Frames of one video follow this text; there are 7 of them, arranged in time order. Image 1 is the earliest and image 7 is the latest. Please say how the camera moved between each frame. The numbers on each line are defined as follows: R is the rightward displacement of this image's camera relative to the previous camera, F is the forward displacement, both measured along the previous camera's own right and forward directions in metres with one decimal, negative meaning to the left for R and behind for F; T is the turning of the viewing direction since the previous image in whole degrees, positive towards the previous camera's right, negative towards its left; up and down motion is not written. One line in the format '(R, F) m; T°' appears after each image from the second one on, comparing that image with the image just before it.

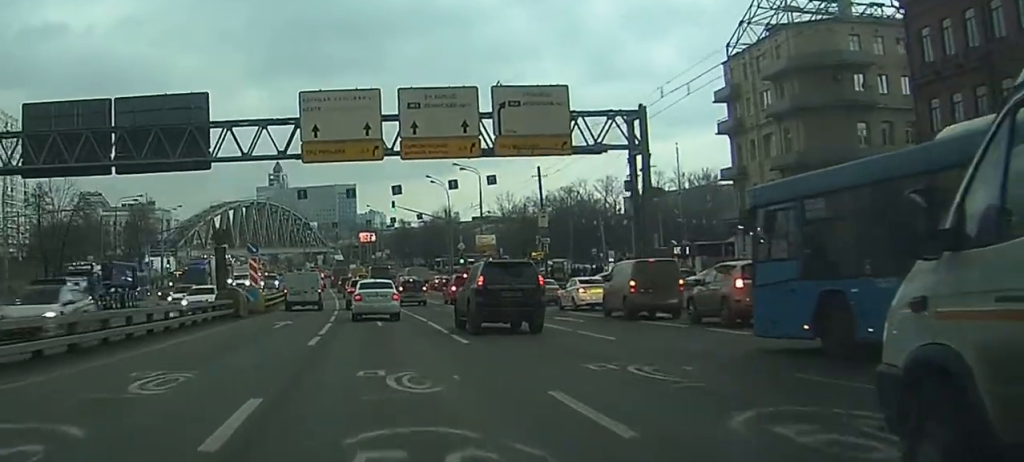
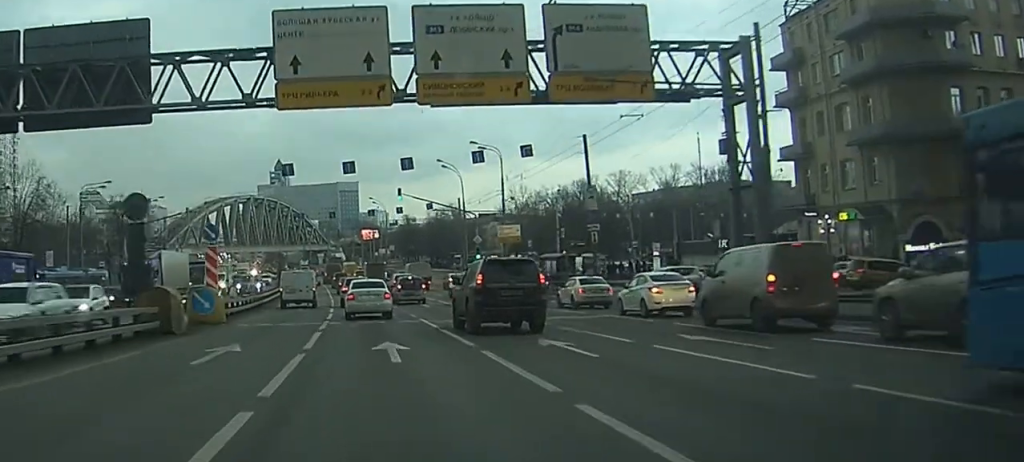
(-0.2, +13.4) m; -1°
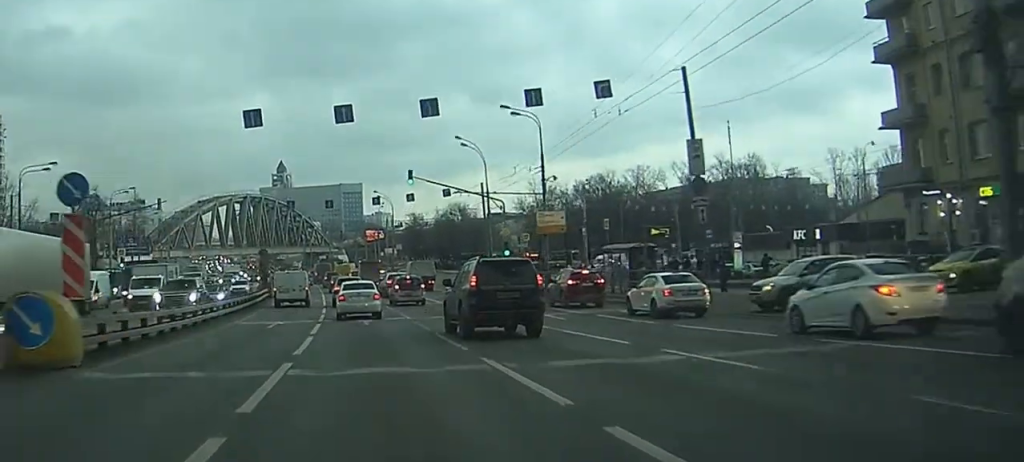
(0.0, +16.5) m; 0°
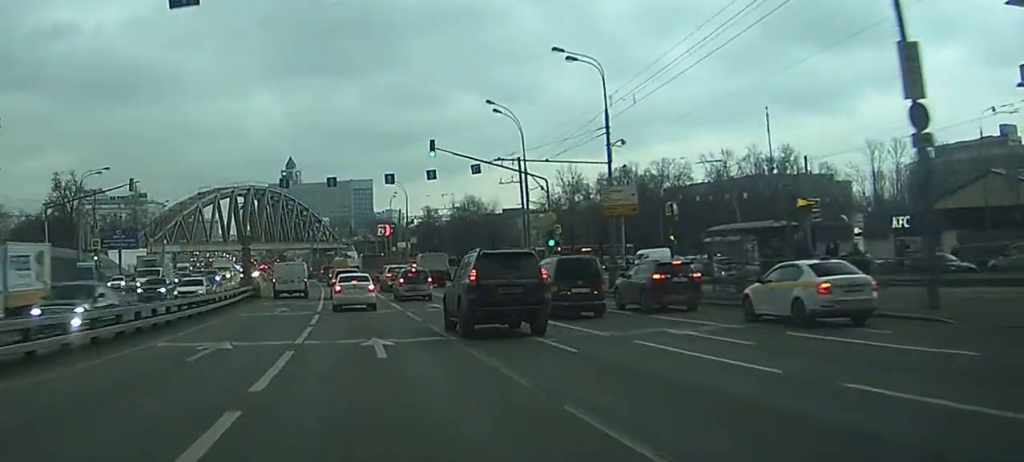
(0.0, +14.3) m; 0°
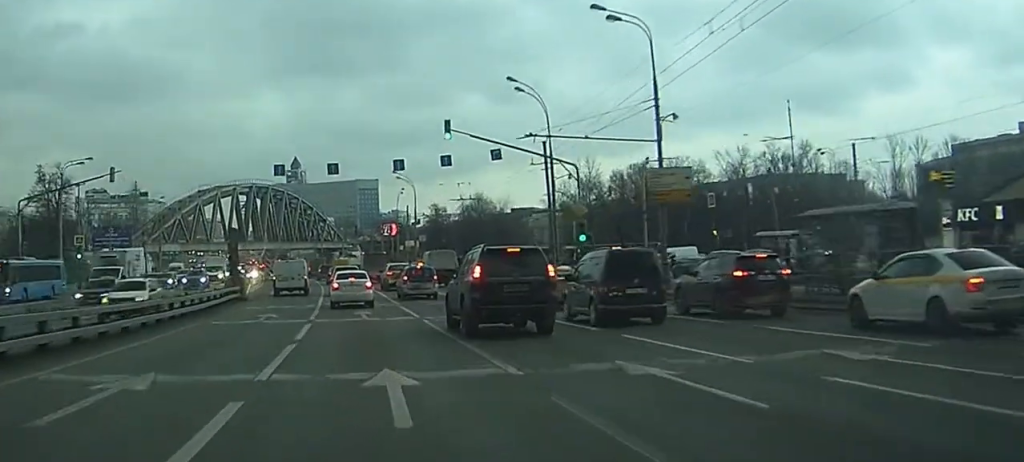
(0.0, +7.2) m; 0°
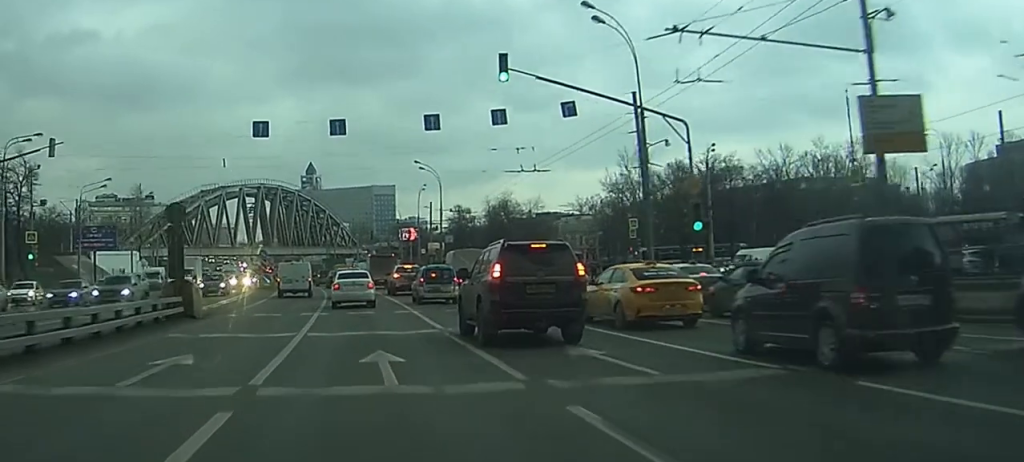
(-0.1, +16.5) m; -1°
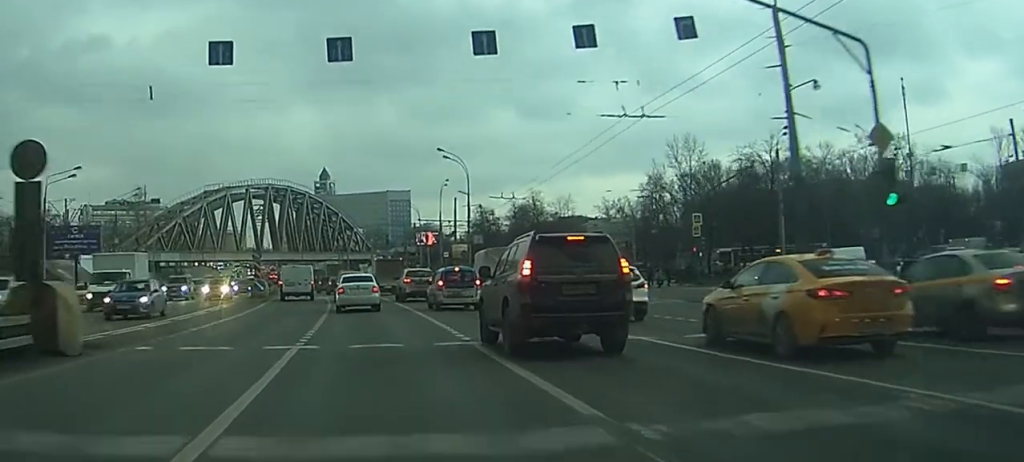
(0.0, +13.6) m; -1°
